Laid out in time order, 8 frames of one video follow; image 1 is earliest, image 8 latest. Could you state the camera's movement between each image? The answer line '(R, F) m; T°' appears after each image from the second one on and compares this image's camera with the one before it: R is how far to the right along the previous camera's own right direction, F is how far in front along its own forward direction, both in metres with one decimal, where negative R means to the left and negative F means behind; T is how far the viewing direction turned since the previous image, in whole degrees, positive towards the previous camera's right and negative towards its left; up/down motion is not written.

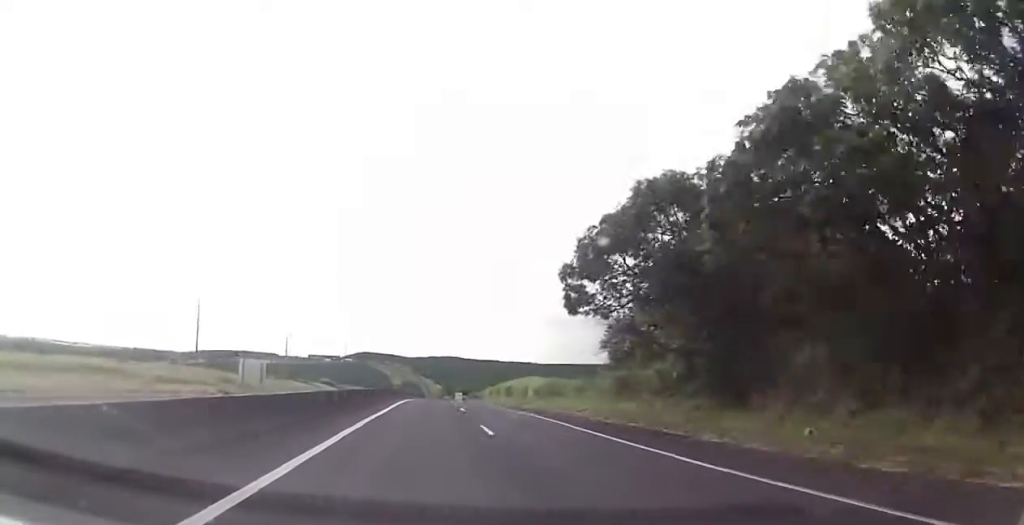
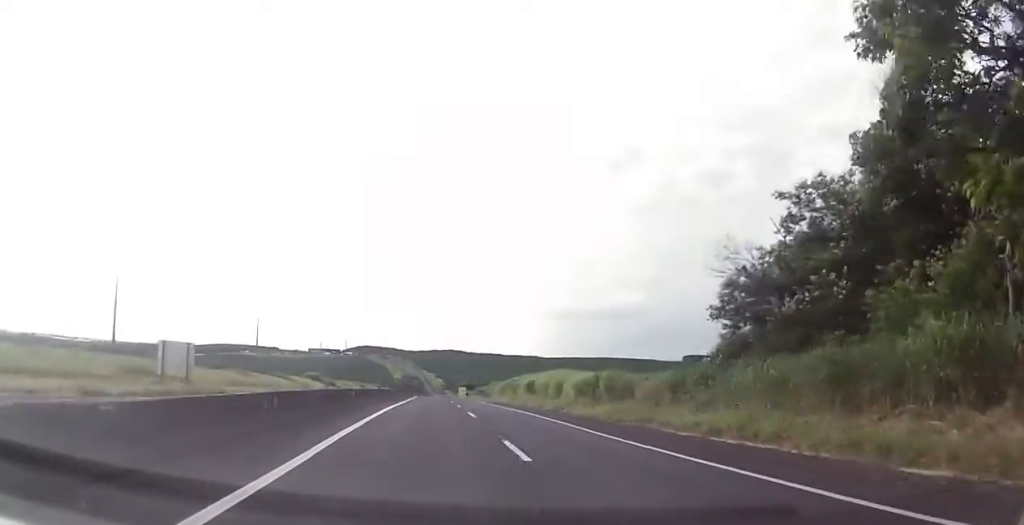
(0.0, +22.8) m; 0°
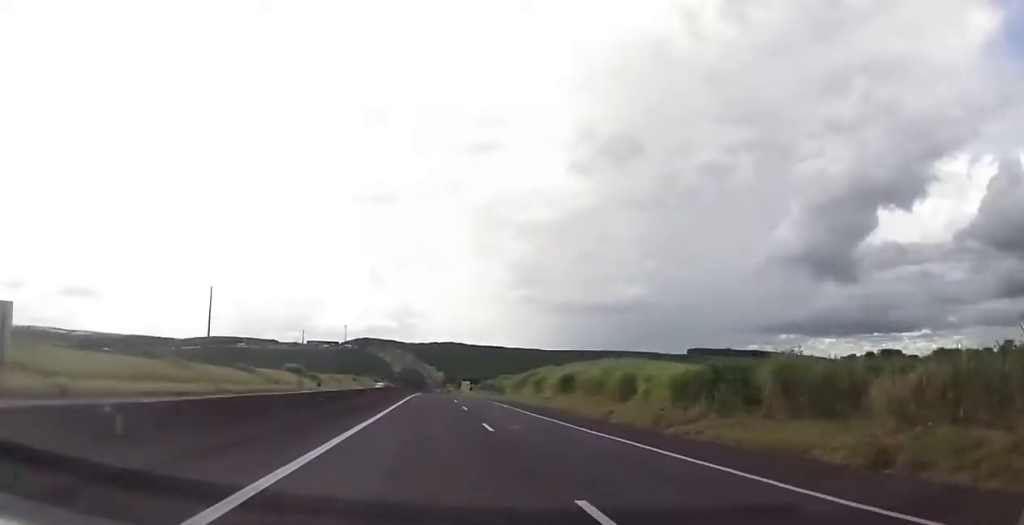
(0.0, +23.9) m; 0°
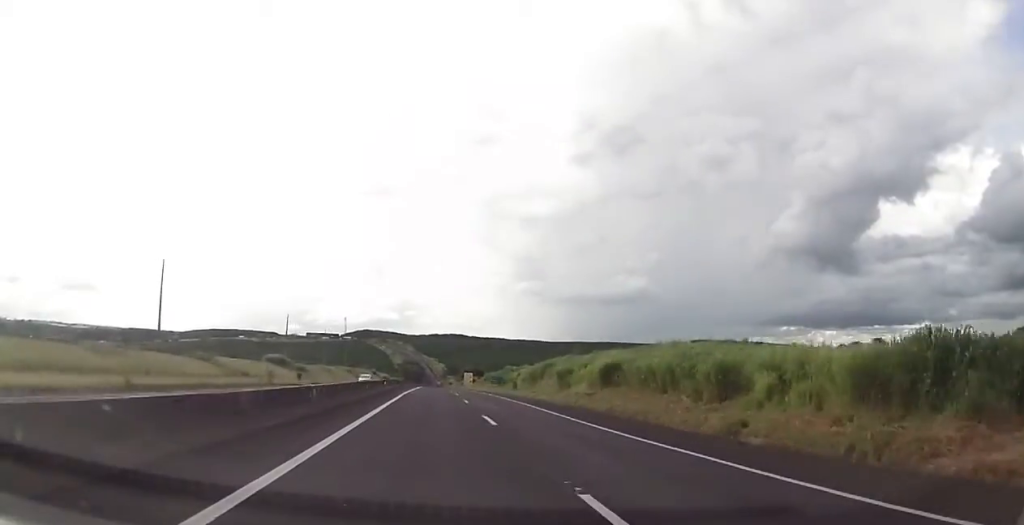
(0.0, +15.9) m; 0°
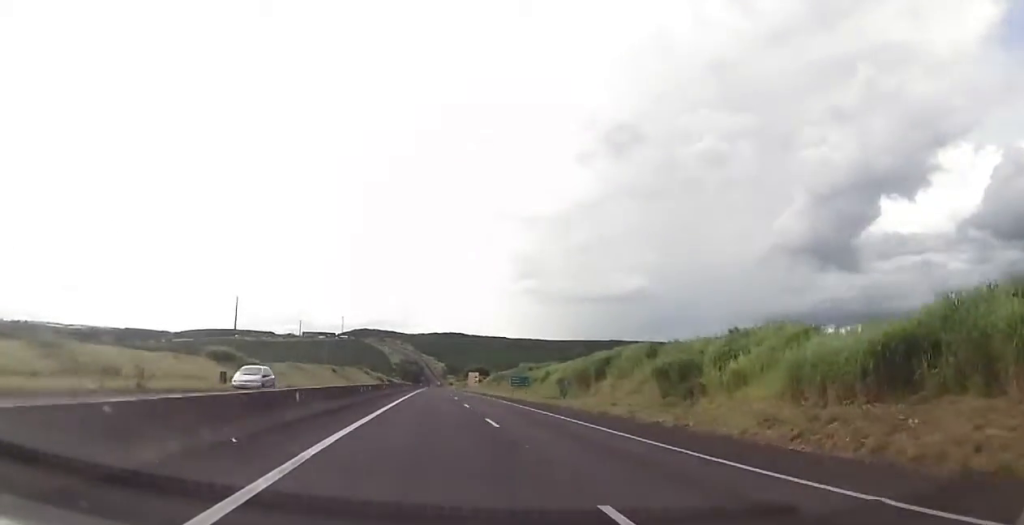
(0.0, +33.0) m; 0°
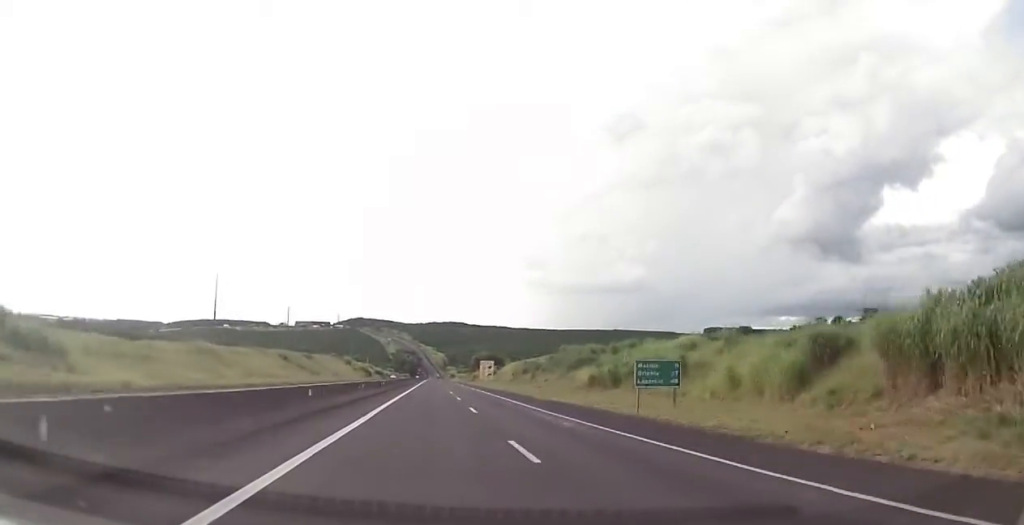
(0.0, +56.7) m; +1°
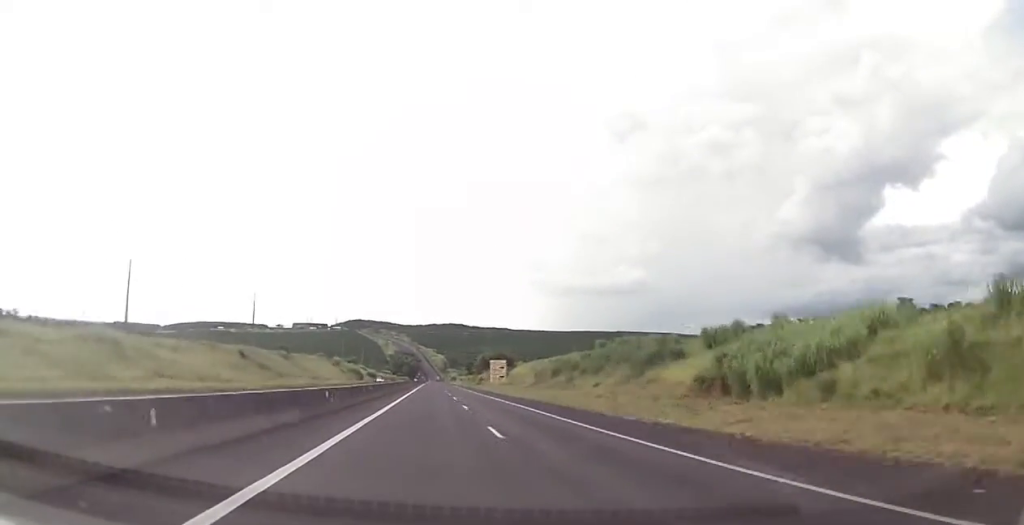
(+0.3, +26.8) m; 0°
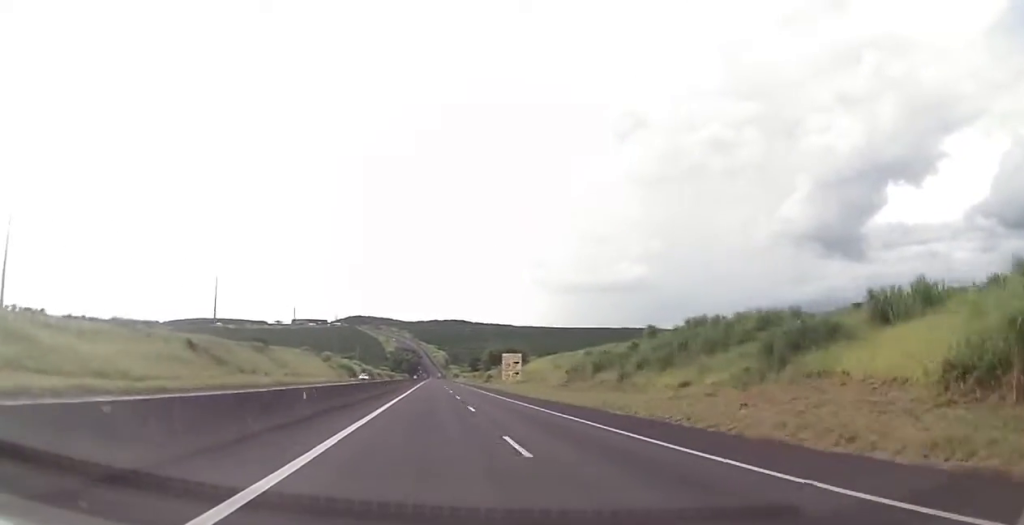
(-0.3, +20.8) m; -1°
